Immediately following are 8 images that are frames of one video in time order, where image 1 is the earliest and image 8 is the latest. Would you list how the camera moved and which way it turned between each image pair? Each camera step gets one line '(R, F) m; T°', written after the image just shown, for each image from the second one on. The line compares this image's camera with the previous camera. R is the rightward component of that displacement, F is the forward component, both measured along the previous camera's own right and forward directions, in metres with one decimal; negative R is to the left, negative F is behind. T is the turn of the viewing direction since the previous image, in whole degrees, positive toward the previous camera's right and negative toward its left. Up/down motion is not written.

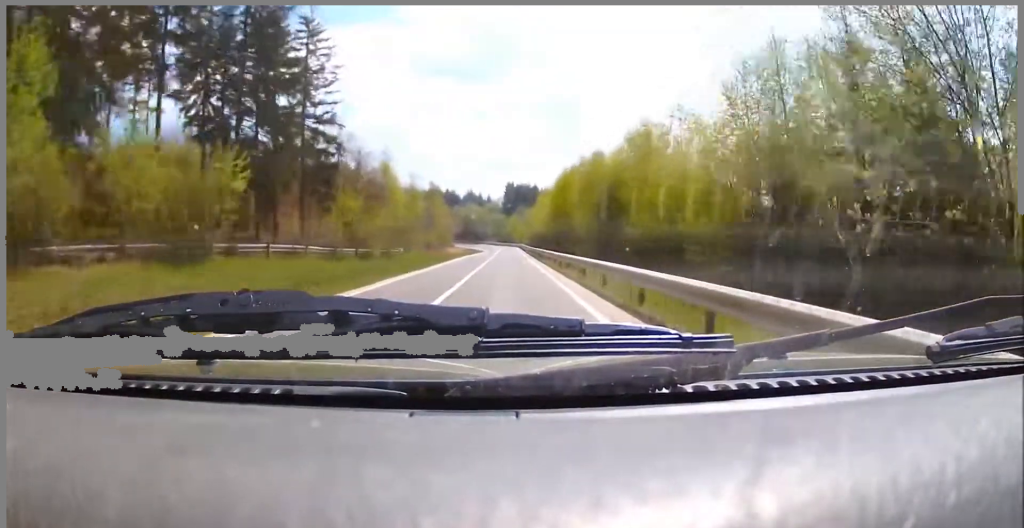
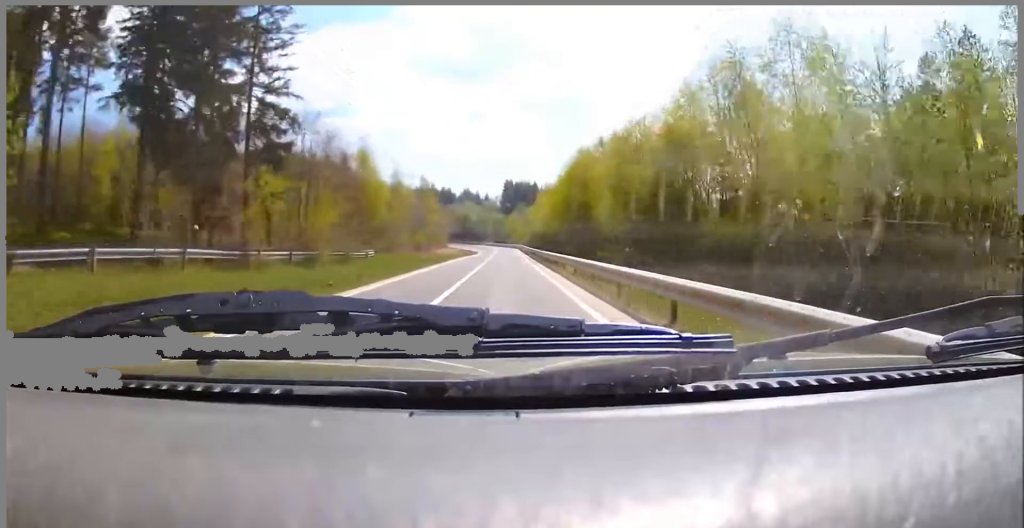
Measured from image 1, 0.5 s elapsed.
(0.0, +10.2) m; +1°
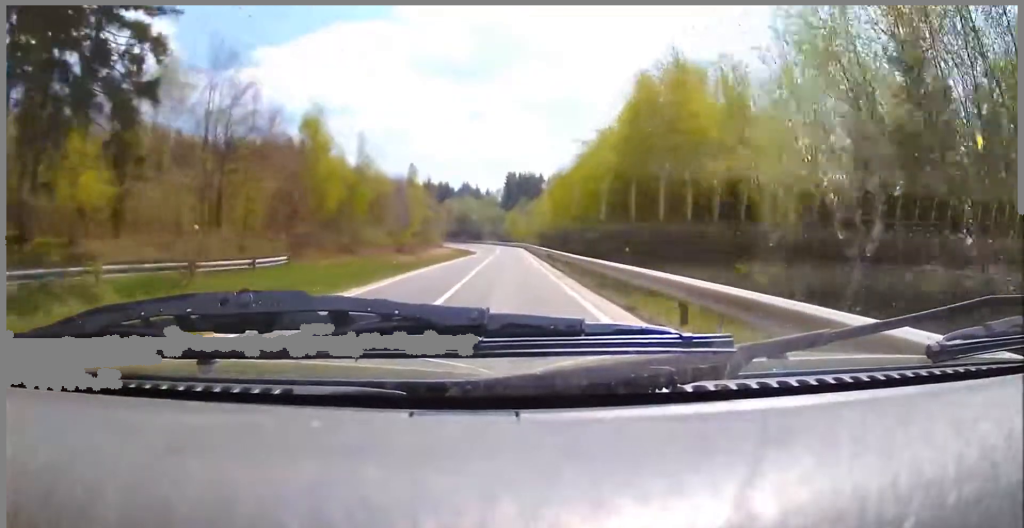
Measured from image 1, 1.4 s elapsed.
(+0.5, +16.4) m; +1°
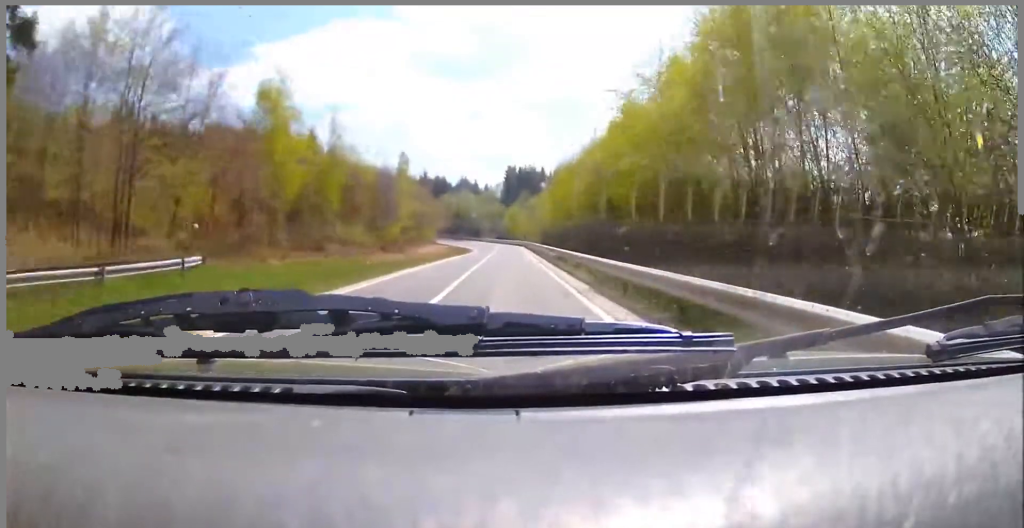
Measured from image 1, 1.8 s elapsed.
(-0.1, +7.9) m; -1°
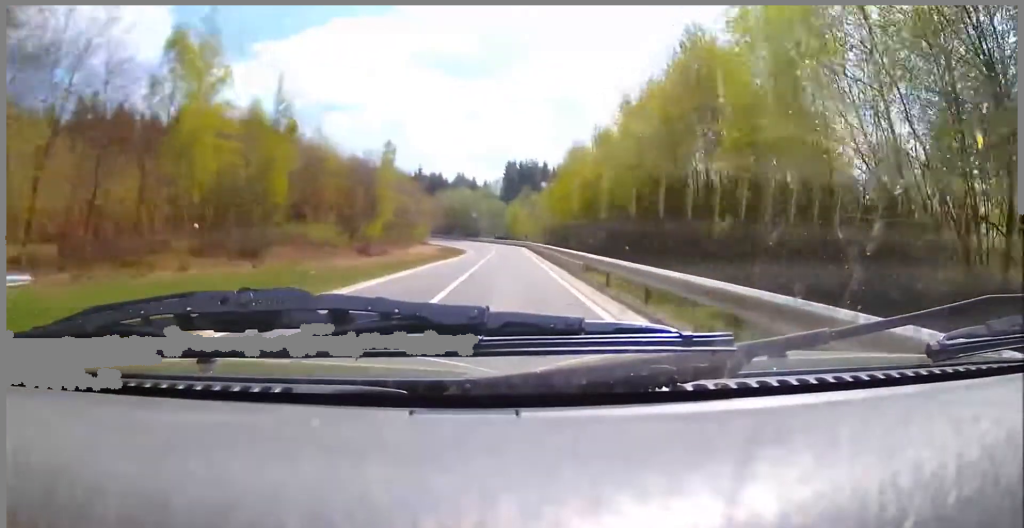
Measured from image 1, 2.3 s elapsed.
(0.0, +9.9) m; -1°
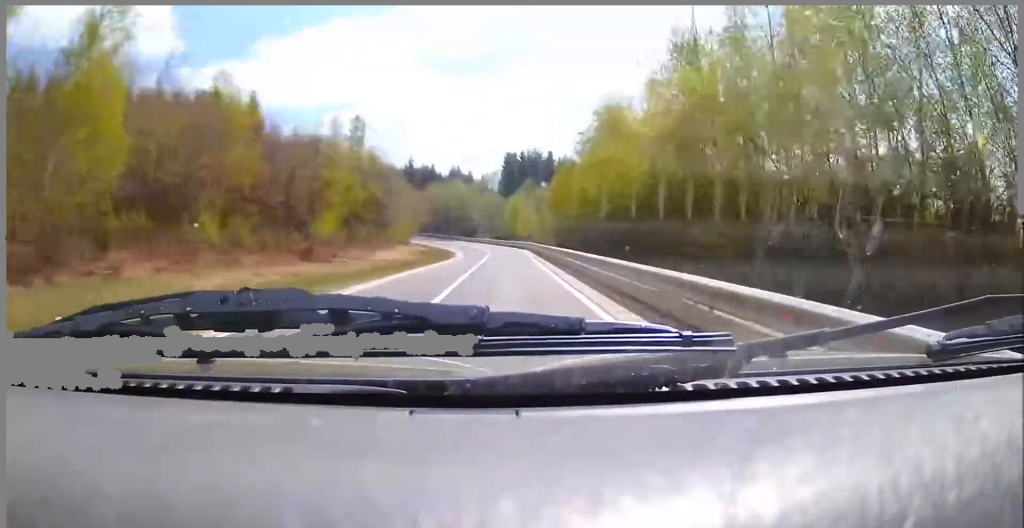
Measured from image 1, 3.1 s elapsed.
(-0.2, +15.6) m; 0°
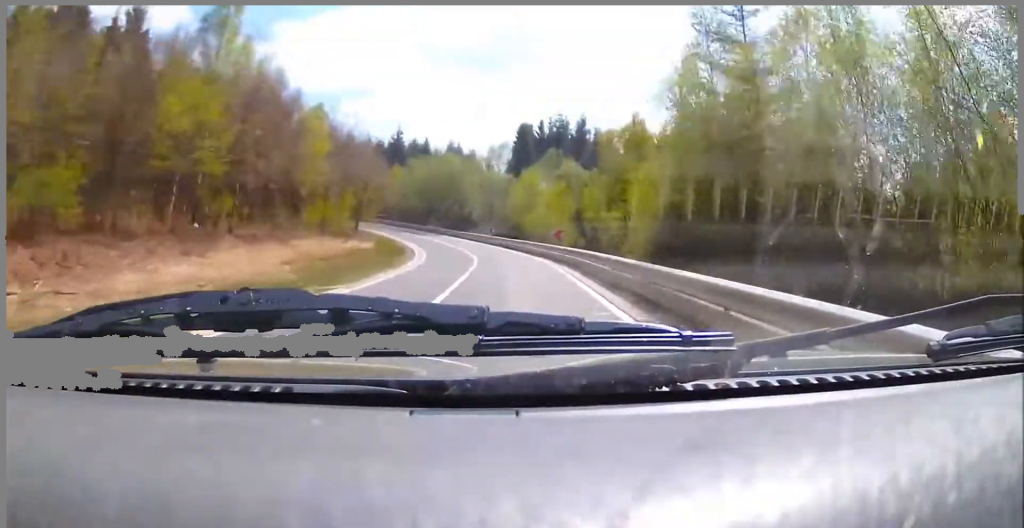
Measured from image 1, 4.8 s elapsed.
(+0.3, +32.1) m; -1°
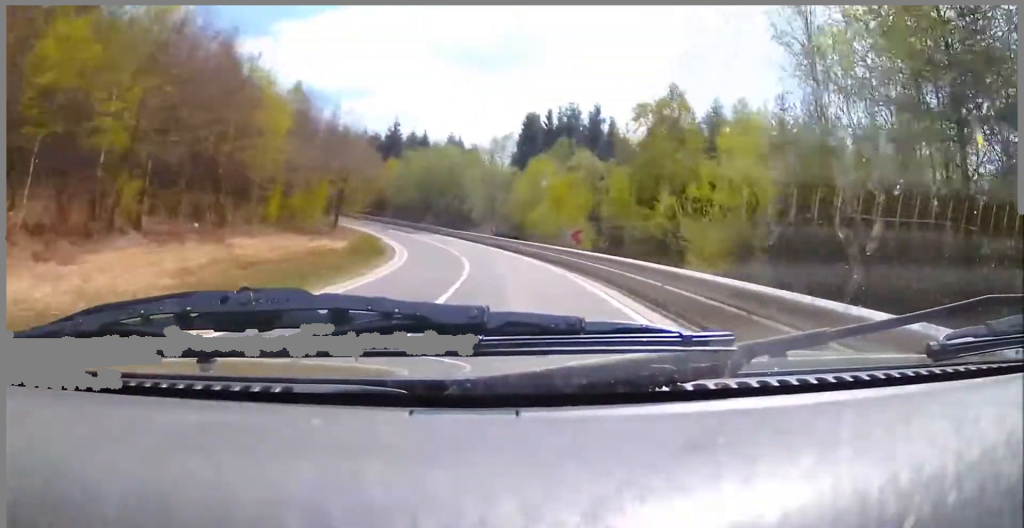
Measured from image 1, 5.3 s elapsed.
(0.0, +8.3) m; -1°
